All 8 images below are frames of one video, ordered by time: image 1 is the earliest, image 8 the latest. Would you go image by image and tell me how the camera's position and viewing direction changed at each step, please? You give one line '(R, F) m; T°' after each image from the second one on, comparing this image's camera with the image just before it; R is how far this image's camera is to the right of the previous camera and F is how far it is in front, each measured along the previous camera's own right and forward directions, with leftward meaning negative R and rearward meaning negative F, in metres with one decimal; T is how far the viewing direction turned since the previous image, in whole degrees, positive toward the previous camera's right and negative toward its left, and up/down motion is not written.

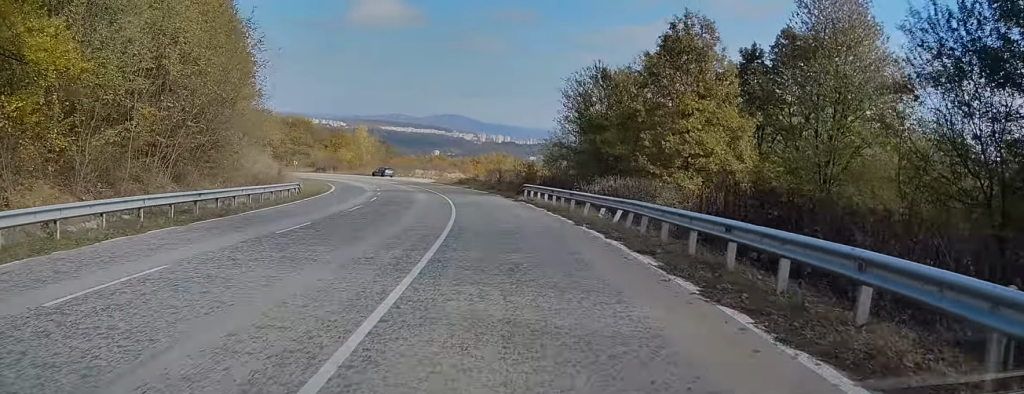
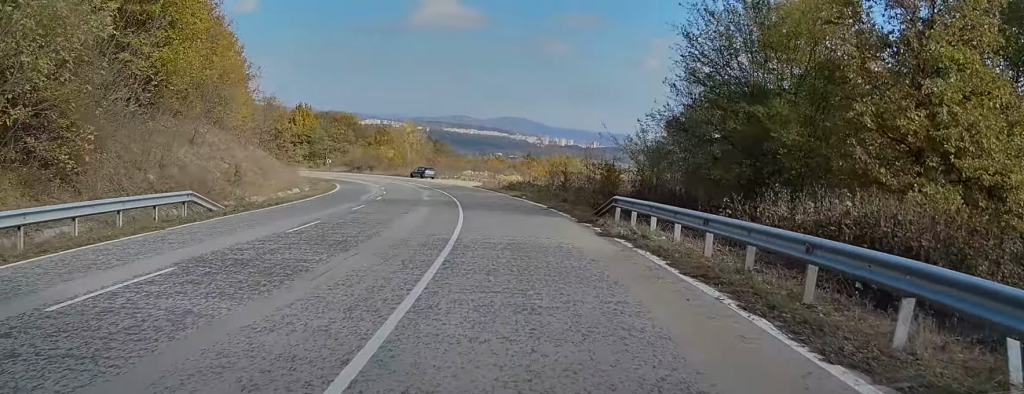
(-0.6, +18.1) m; -6°
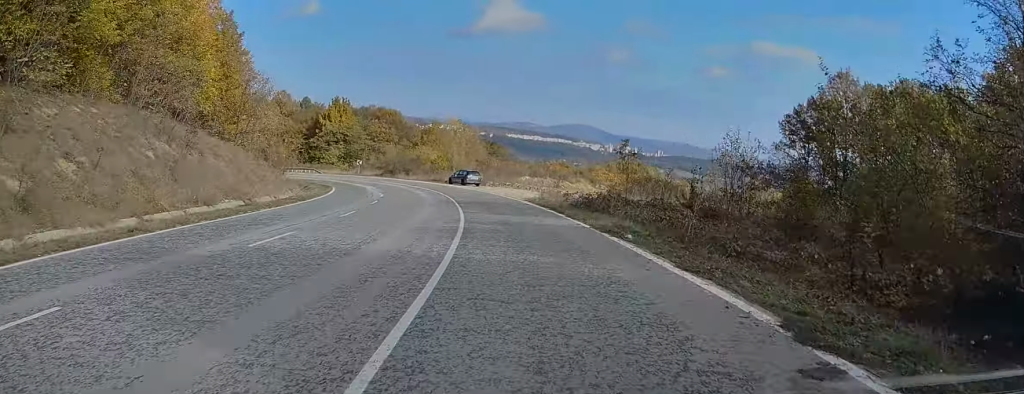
(-1.5, +20.6) m; -7°
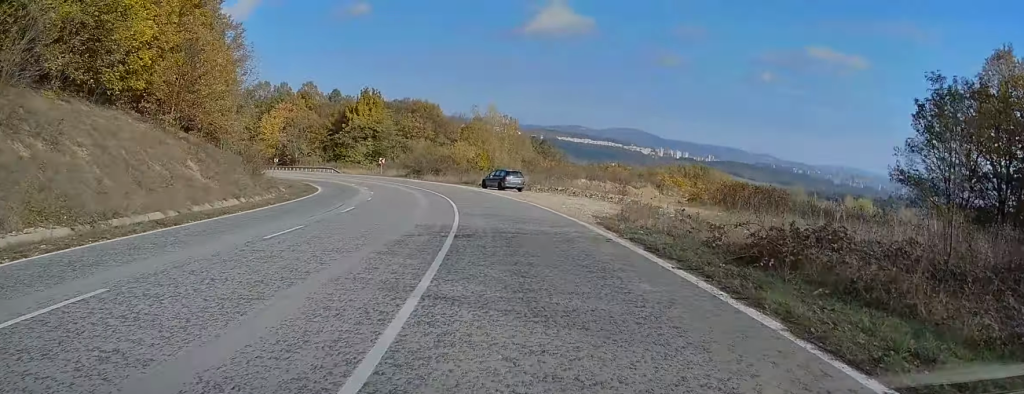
(-0.6, +17.2) m; -5°
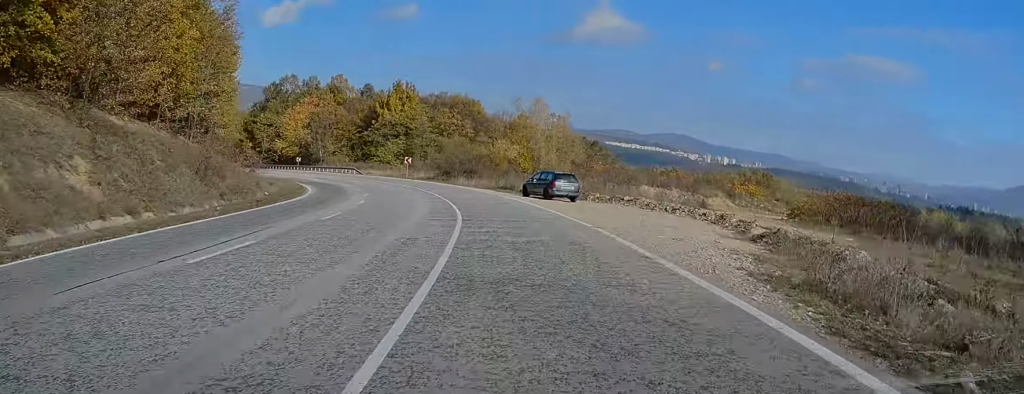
(-0.6, +12.6) m; -3°
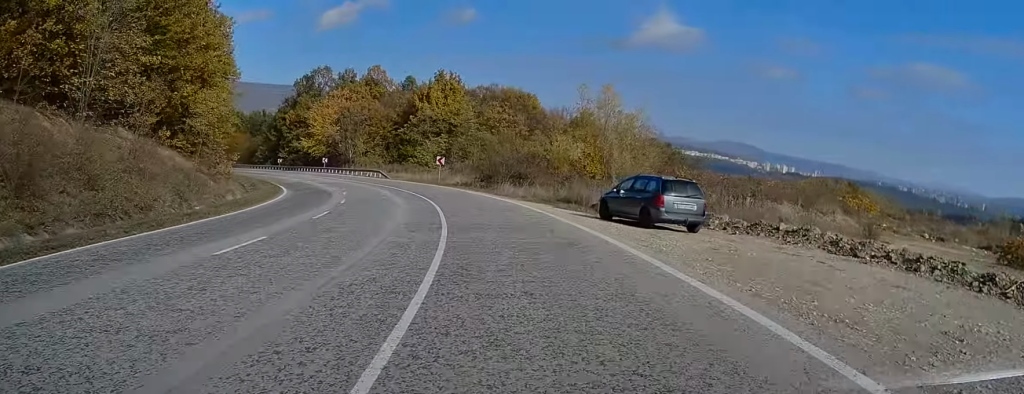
(-0.7, +16.9) m; -4°
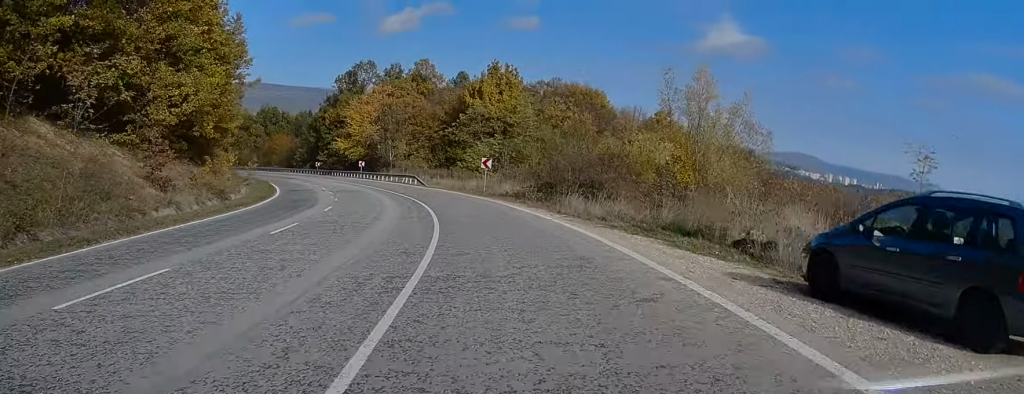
(-0.2, +13.5) m; -4°
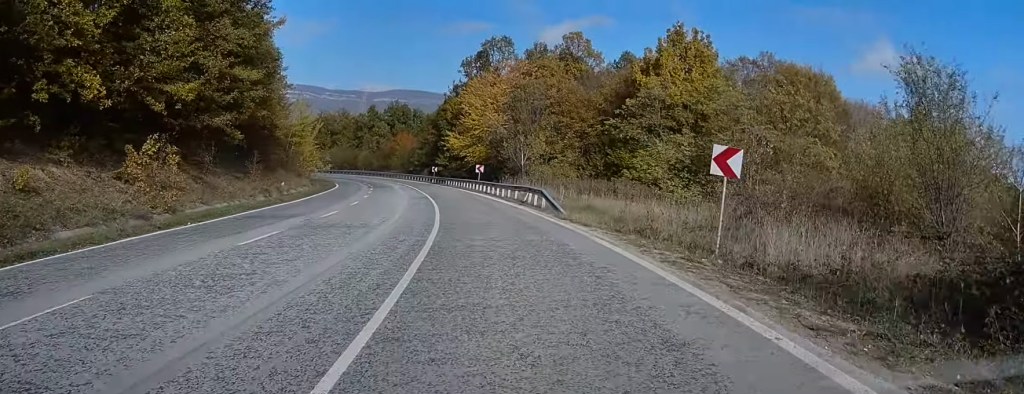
(-3.1, +29.9) m; -12°
